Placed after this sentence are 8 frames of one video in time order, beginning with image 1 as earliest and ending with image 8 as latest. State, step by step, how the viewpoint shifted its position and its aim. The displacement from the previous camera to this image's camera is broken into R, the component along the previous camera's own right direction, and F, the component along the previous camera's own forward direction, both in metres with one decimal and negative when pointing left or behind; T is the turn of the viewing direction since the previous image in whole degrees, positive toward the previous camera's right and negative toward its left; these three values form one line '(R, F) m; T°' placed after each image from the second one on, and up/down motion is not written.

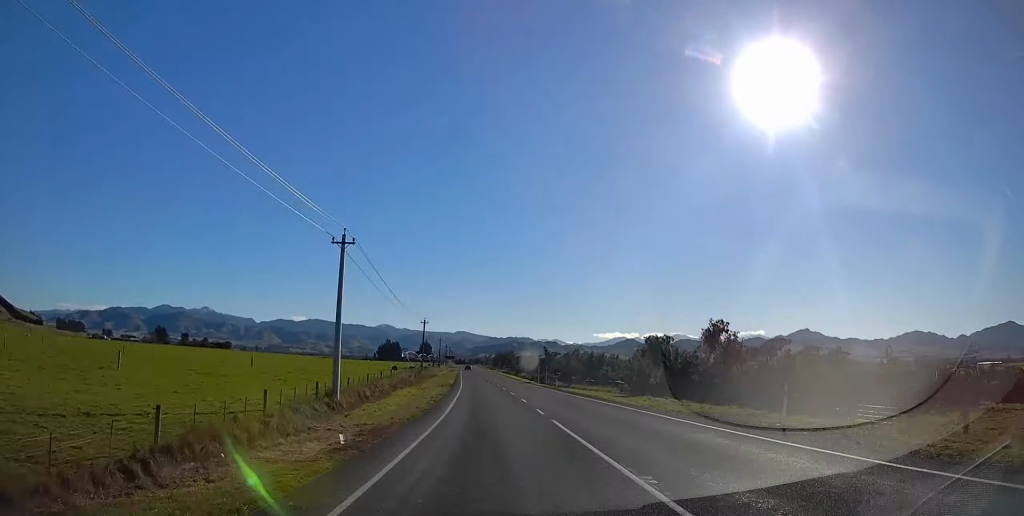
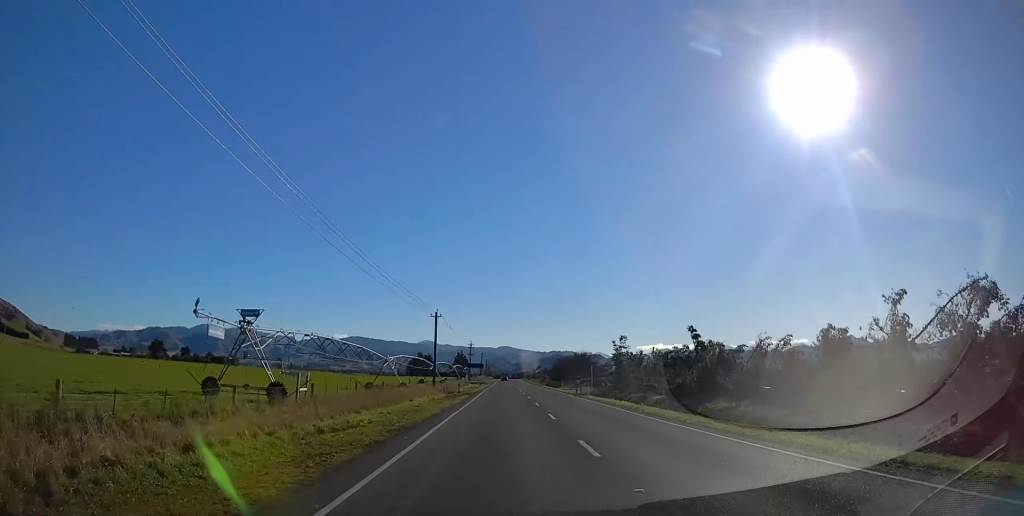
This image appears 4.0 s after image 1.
(-7.7, +109.4) m; -5°
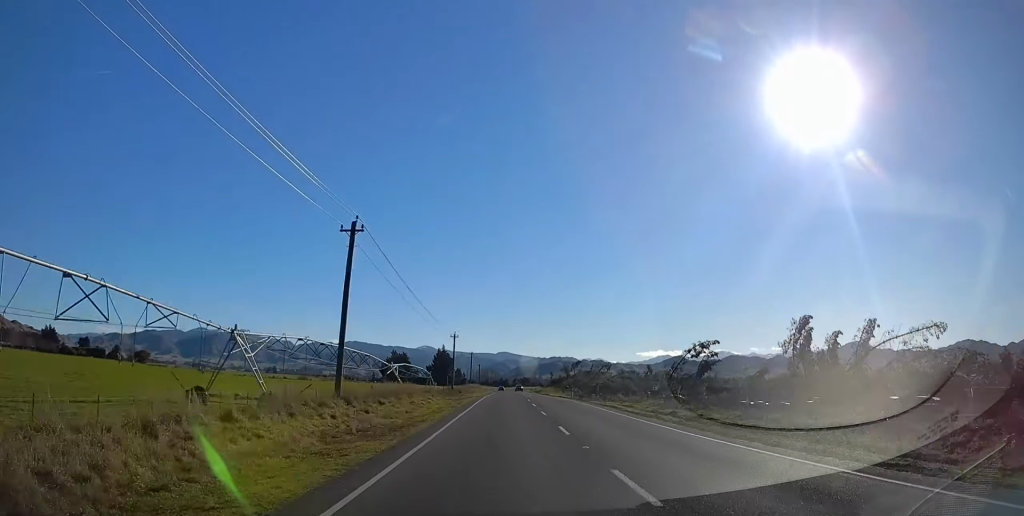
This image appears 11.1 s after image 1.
(-1.1, +193.9) m; 0°
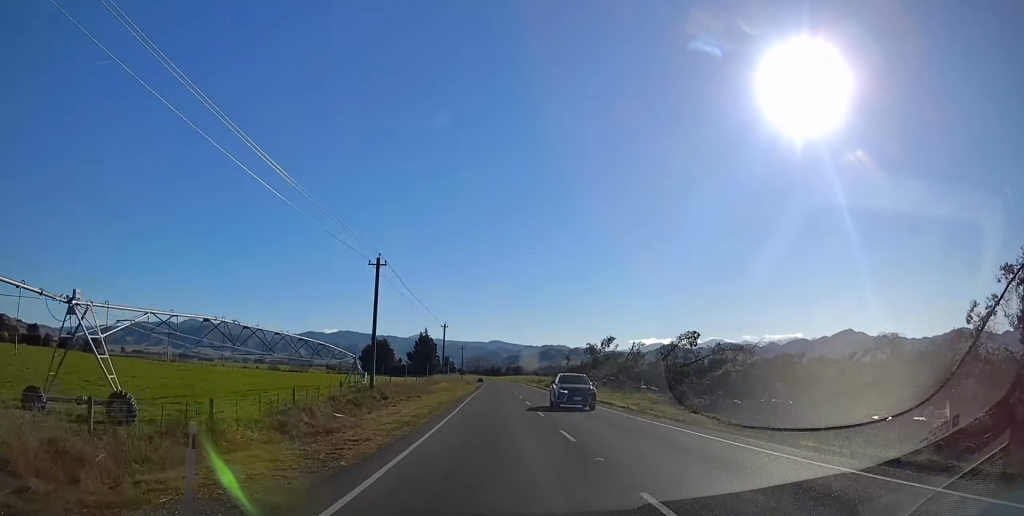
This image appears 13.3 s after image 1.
(0.0, +62.2) m; 0°
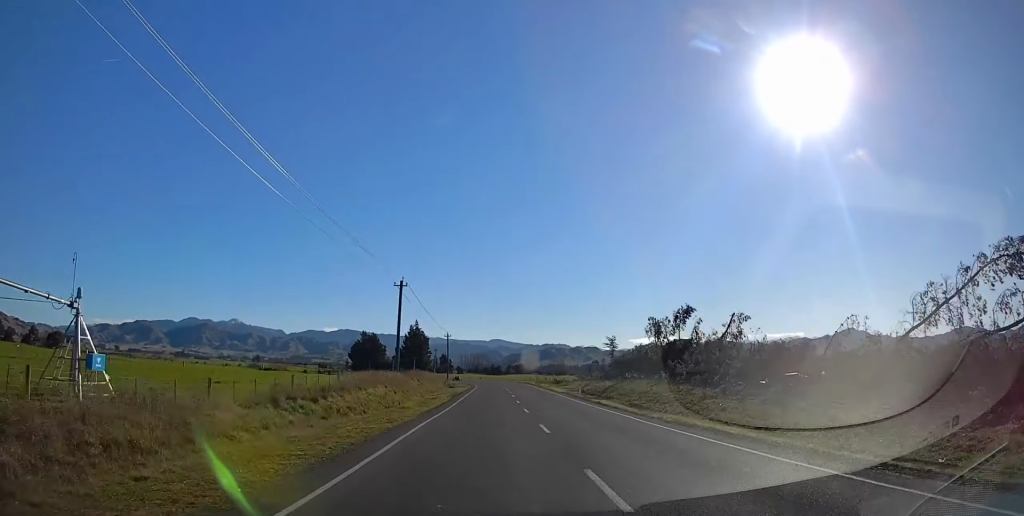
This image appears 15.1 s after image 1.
(0.0, +47.6) m; -1°
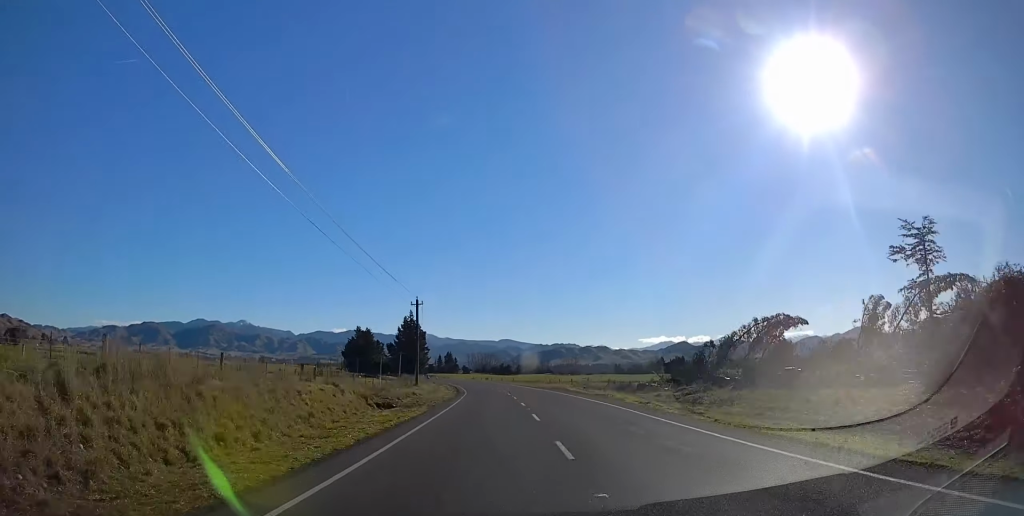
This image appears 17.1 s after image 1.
(+1.0, +54.9) m; -2°
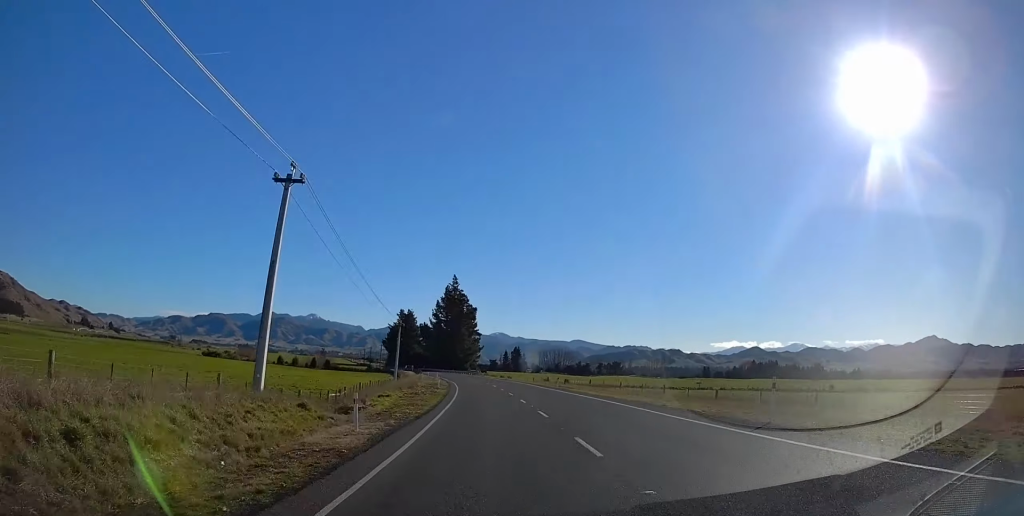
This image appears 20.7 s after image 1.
(-4.5, +98.8) m; -6°
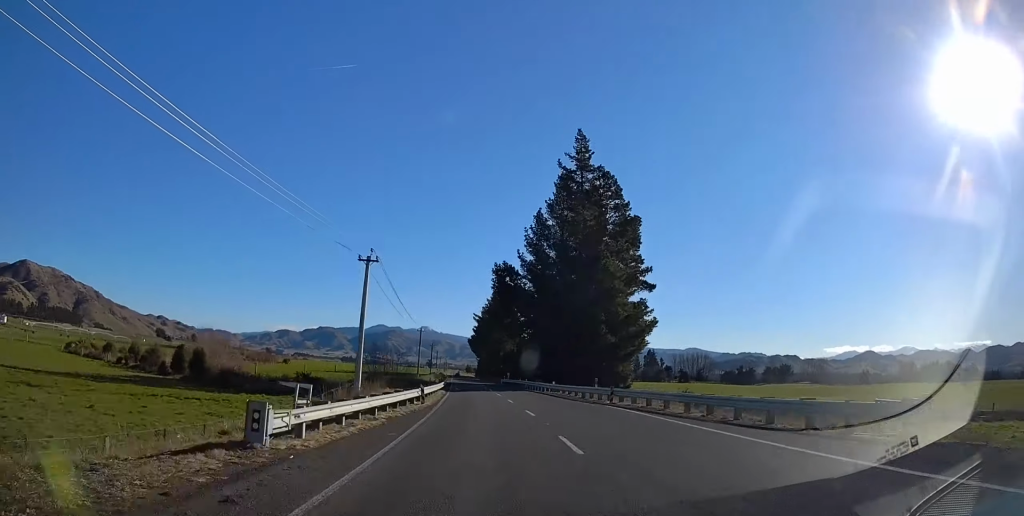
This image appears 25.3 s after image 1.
(-9.3, +127.7) m; -8°
